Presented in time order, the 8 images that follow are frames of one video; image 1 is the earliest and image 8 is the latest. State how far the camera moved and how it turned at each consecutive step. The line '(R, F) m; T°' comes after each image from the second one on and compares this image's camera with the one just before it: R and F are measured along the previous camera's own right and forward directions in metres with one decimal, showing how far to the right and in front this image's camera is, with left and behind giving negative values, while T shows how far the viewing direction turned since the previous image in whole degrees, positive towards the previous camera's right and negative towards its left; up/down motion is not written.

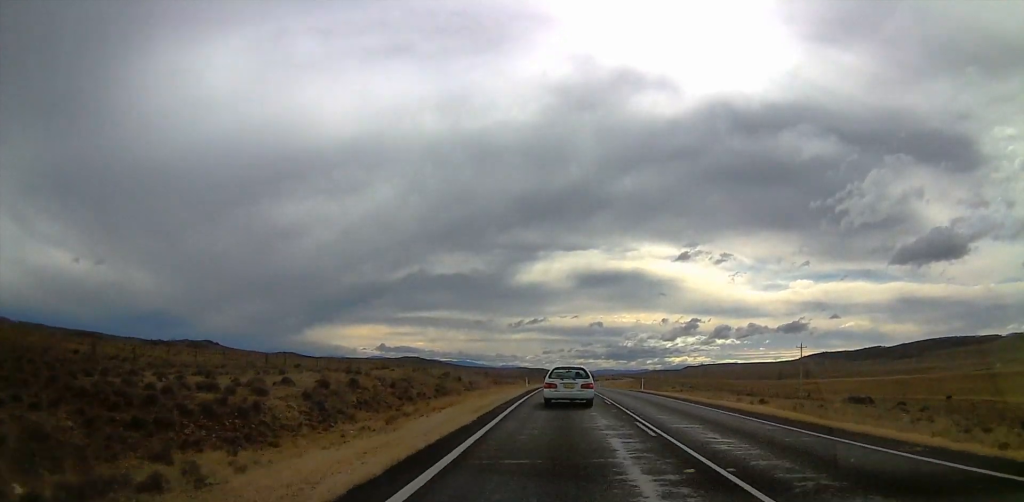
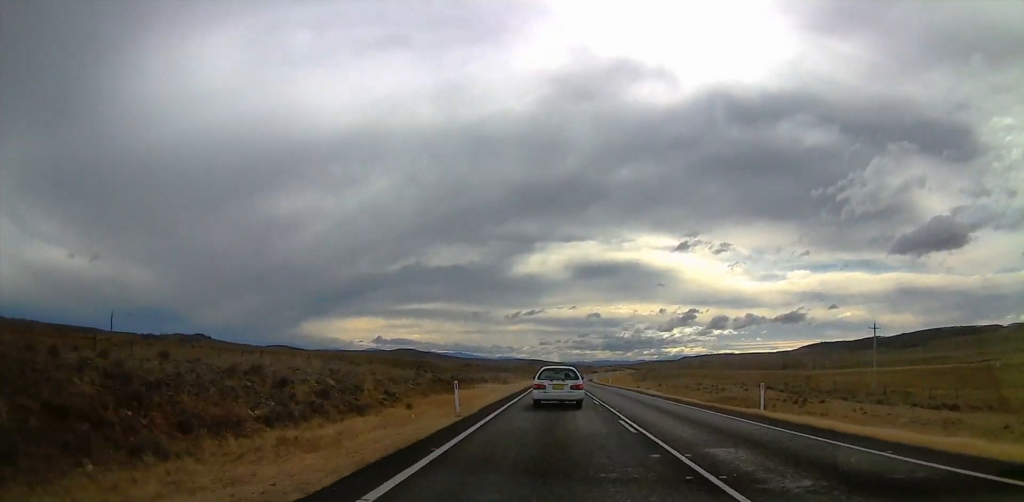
(+1.3, +39.3) m; +1°
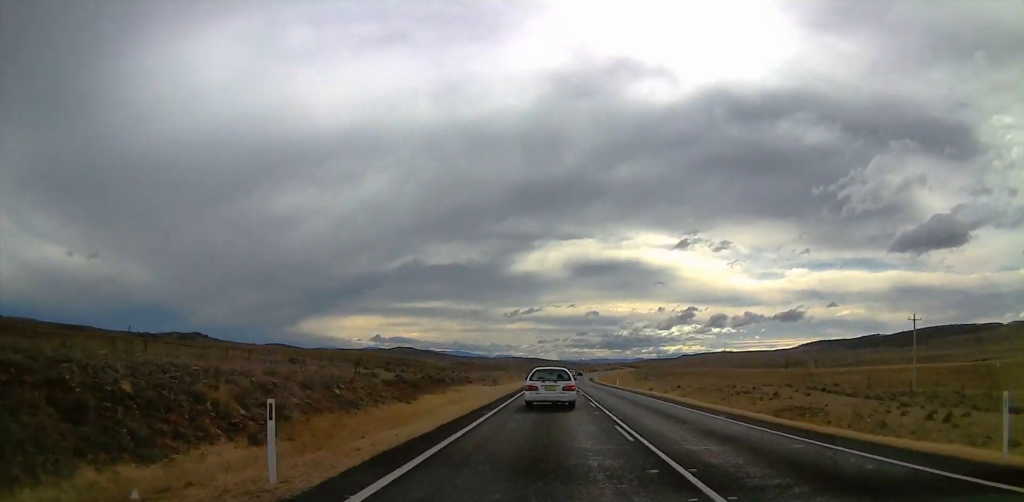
(-0.1, +14.7) m; -1°
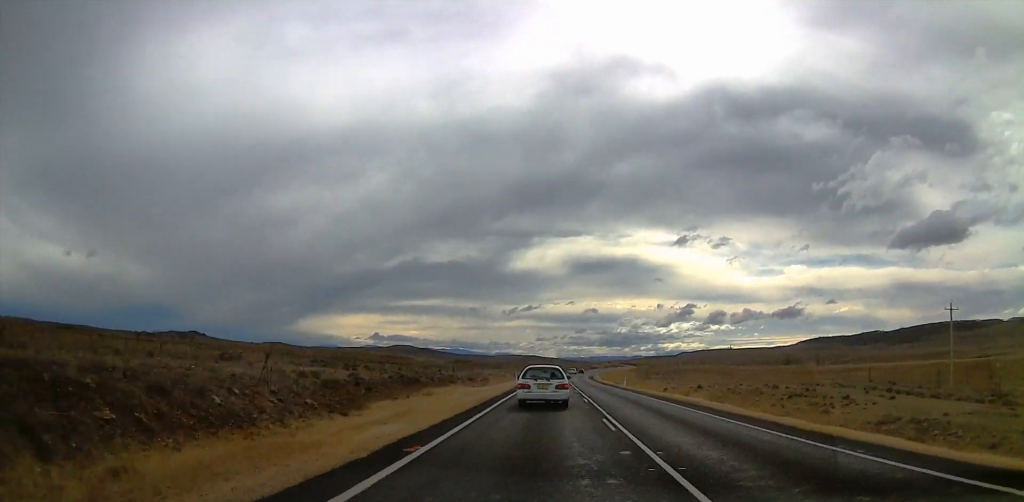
(-0.3, +11.1) m; -1°
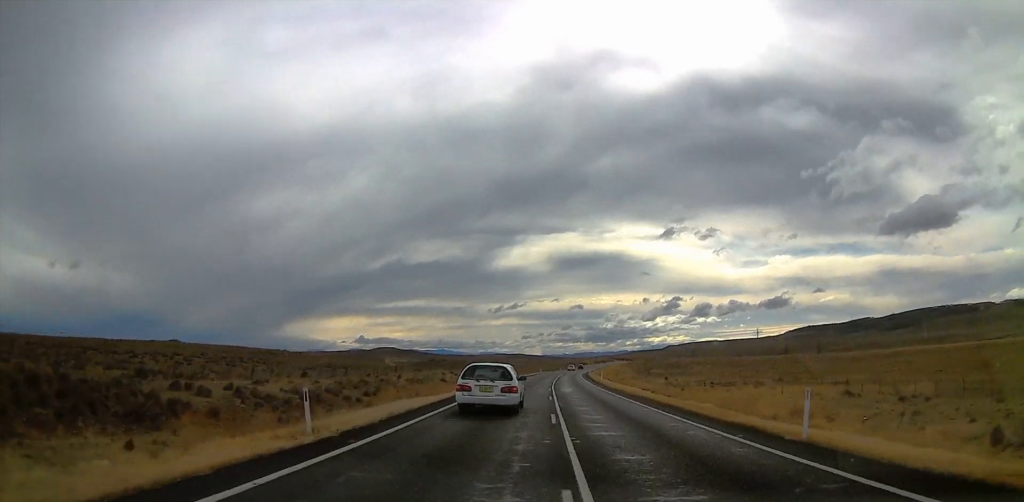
(-0.2, +41.8) m; +1°
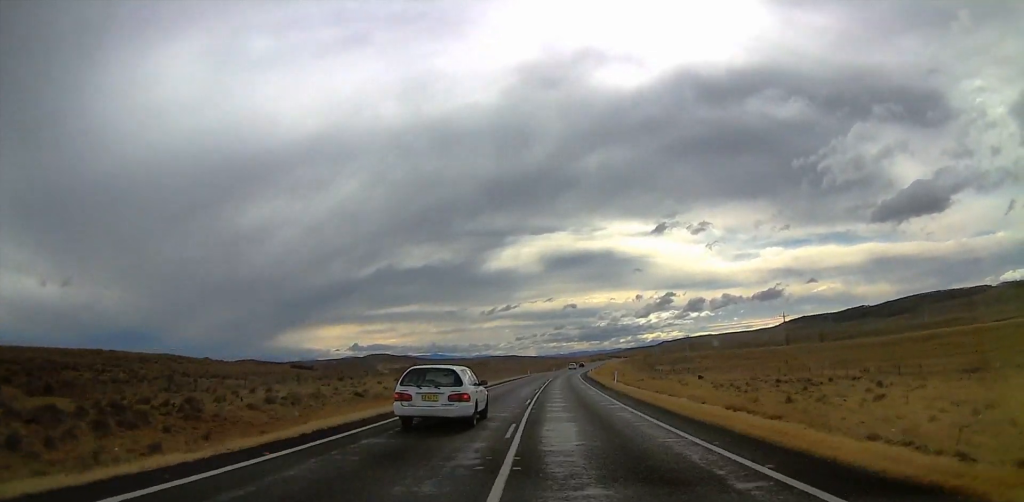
(+0.2, +21.9) m; +1°
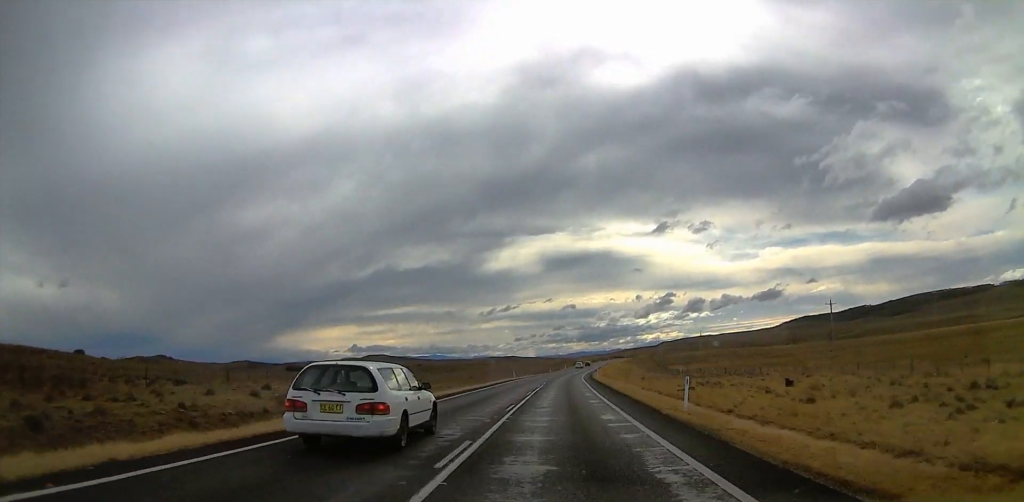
(+0.2, +23.6) m; 0°
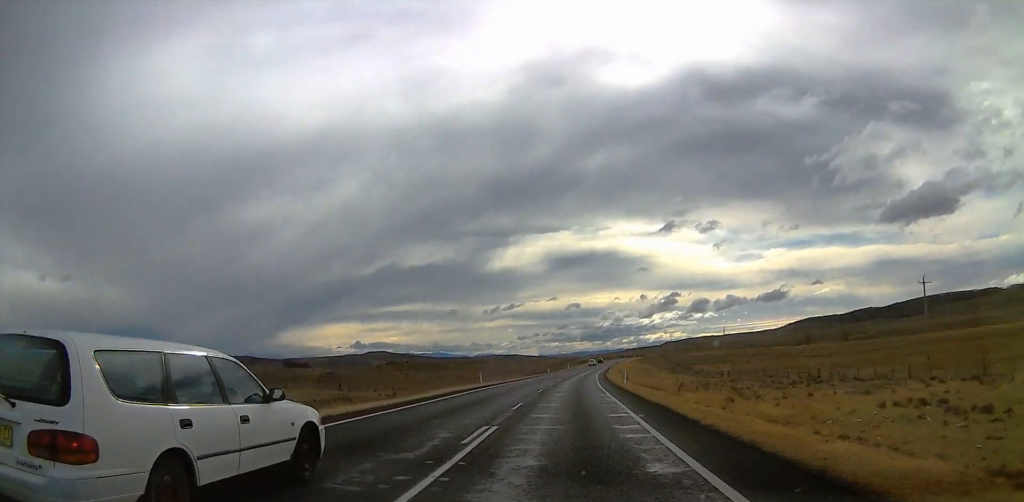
(0.0, +29.5) m; +1°
